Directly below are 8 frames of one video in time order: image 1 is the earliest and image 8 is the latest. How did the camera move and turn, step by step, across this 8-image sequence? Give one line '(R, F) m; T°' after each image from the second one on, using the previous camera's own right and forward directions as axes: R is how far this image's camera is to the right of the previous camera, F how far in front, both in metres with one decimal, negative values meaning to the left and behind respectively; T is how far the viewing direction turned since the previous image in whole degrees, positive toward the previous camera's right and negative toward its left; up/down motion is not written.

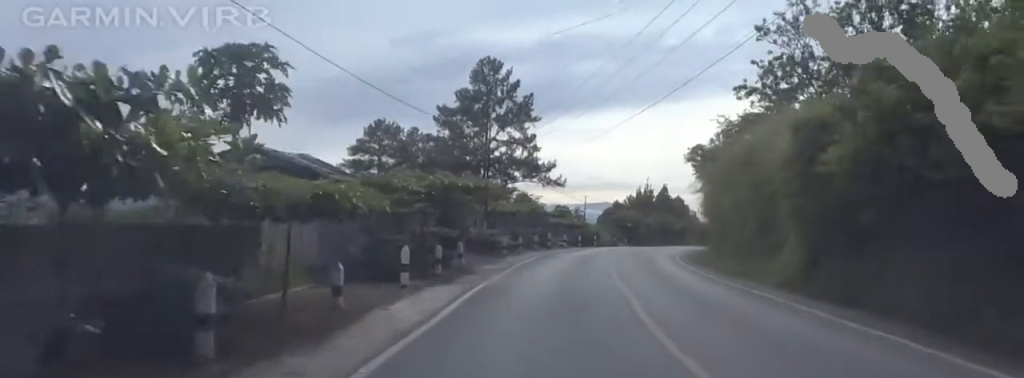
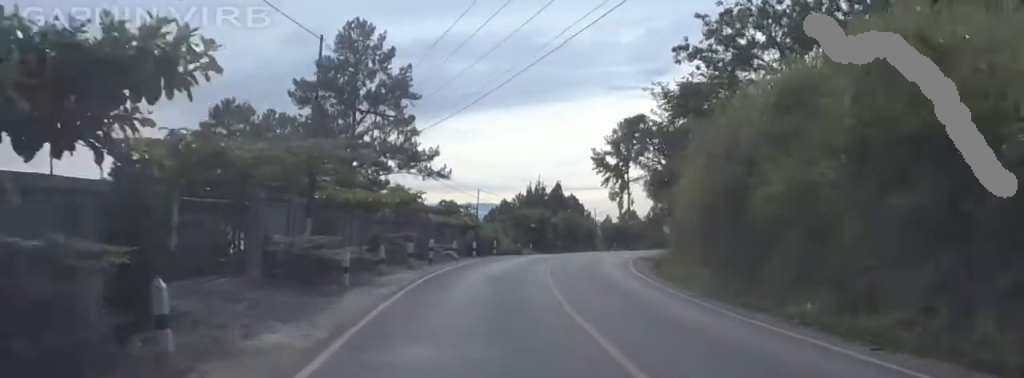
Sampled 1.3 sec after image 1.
(+1.2, +19.3) m; +12°
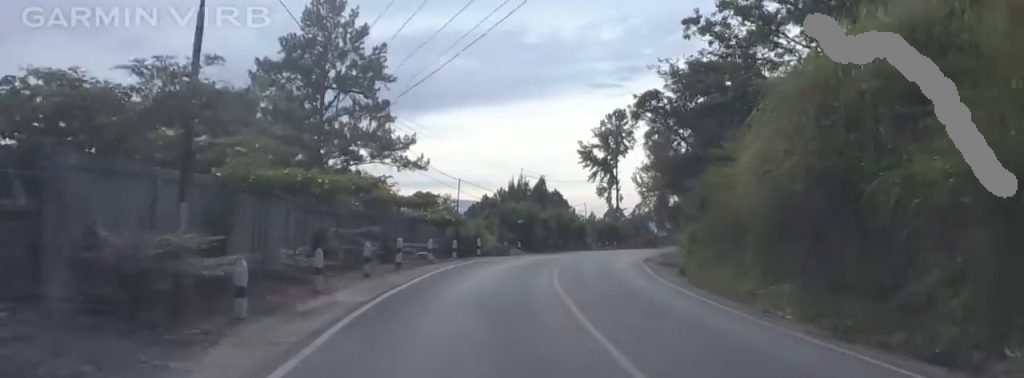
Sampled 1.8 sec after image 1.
(+0.8, +8.1) m; +1°
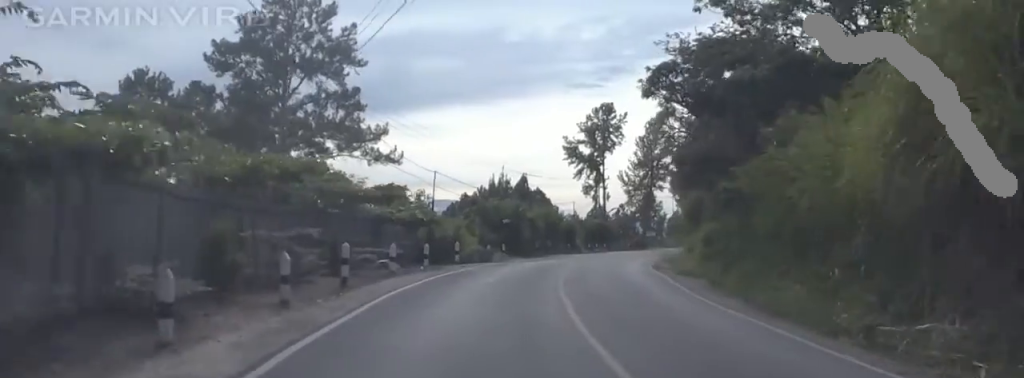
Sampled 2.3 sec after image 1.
(+1.0, +7.5) m; 0°
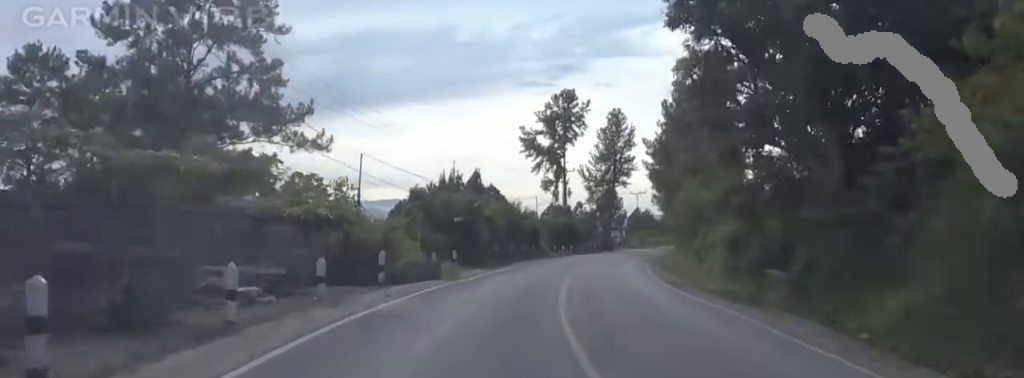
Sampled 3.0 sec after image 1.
(-1.1, +12.1) m; 0°
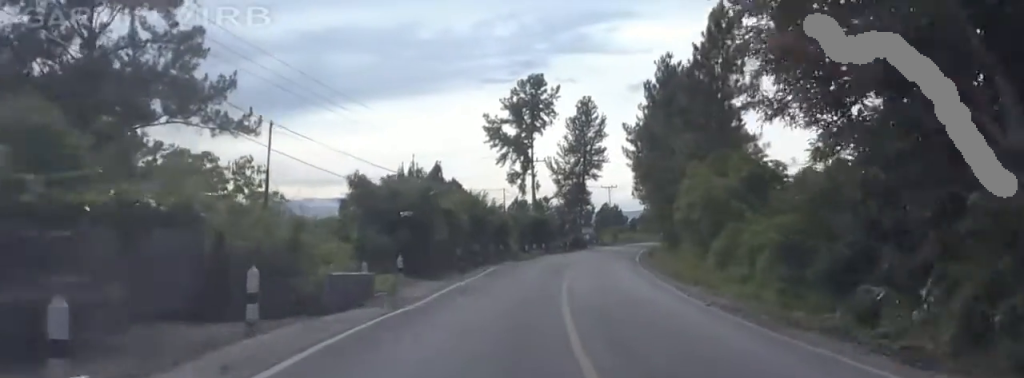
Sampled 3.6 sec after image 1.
(-0.2, +9.6) m; +3°
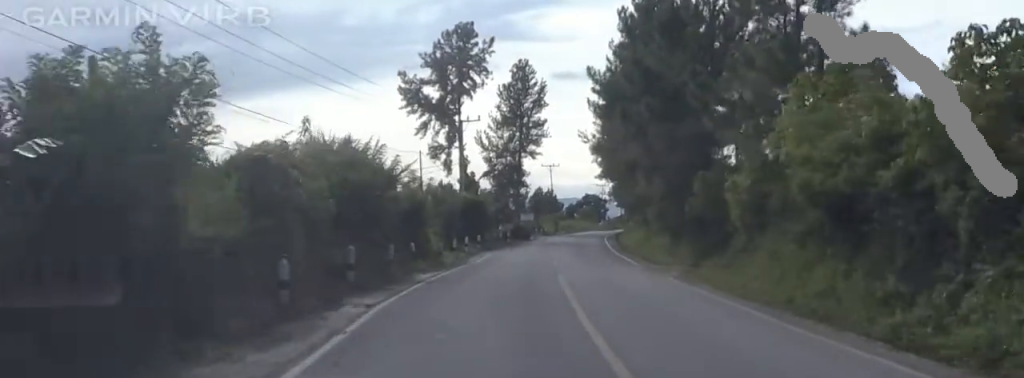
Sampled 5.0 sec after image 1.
(+3.2, +21.8) m; +9°
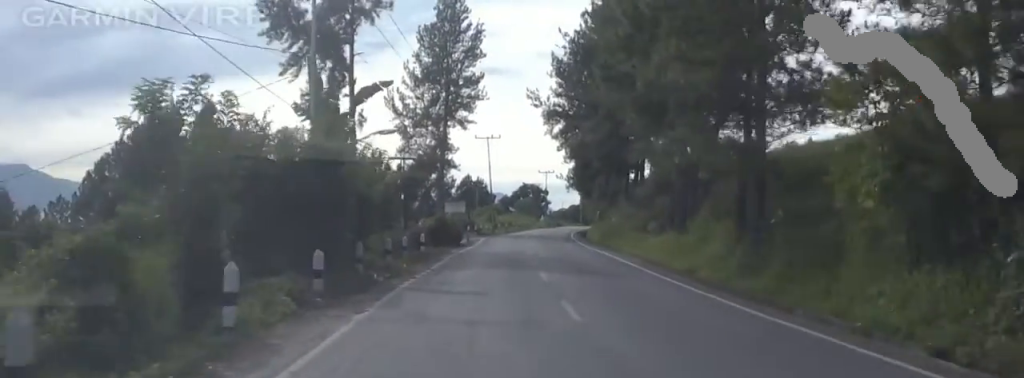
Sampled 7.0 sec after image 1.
(0.0, +31.9) m; 0°
